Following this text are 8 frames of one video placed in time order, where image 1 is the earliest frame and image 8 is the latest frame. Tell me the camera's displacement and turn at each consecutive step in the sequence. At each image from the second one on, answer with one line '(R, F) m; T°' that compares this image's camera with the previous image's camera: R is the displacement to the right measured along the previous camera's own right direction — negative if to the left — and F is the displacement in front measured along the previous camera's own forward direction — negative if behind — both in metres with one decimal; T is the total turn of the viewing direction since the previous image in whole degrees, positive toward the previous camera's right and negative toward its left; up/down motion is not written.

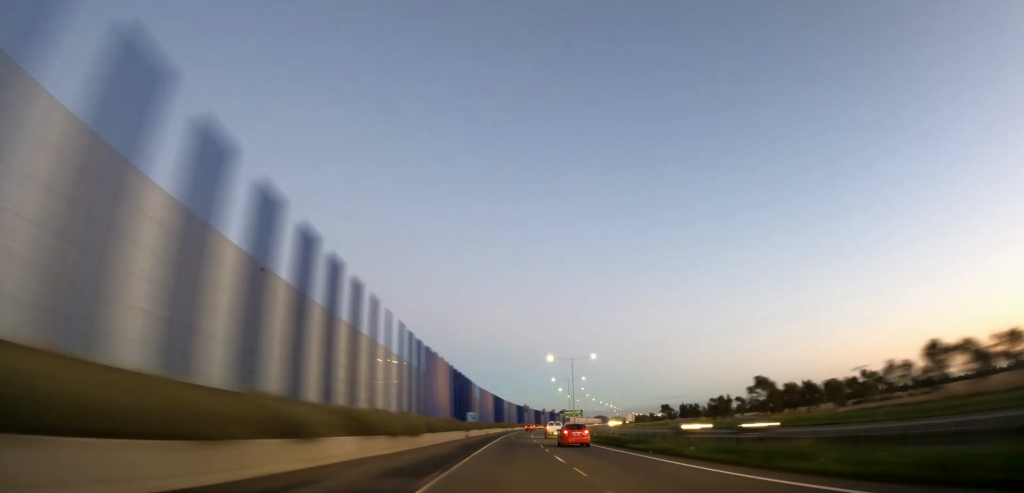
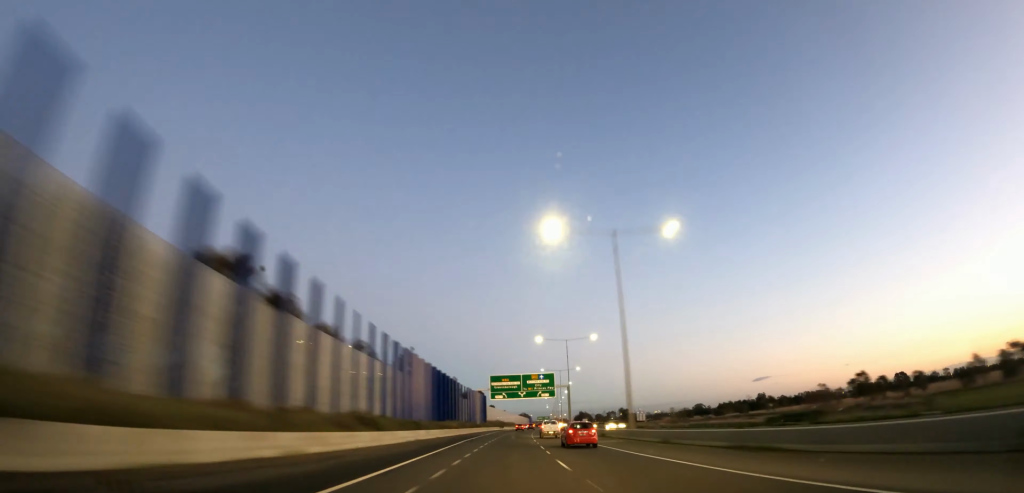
(+0.5, +16.5) m; +2°
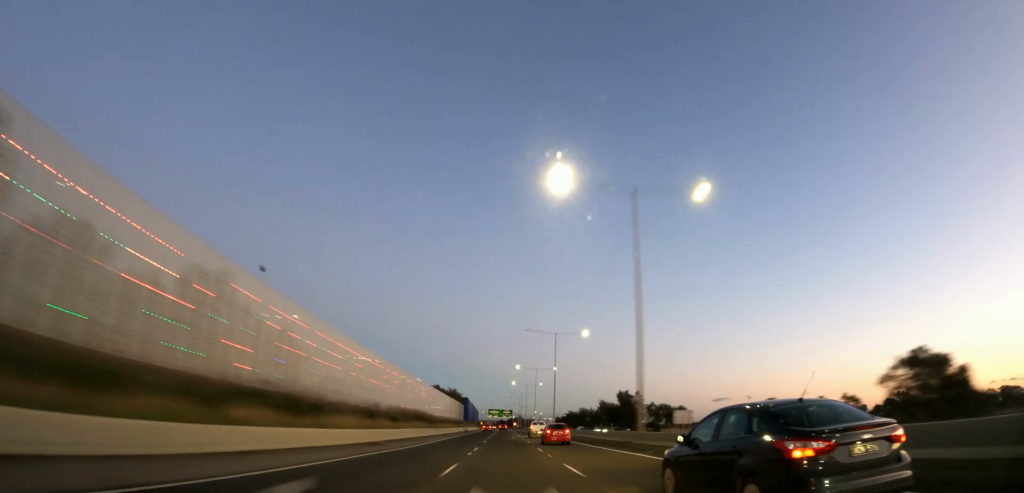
(+0.4, +19.4) m; +1°
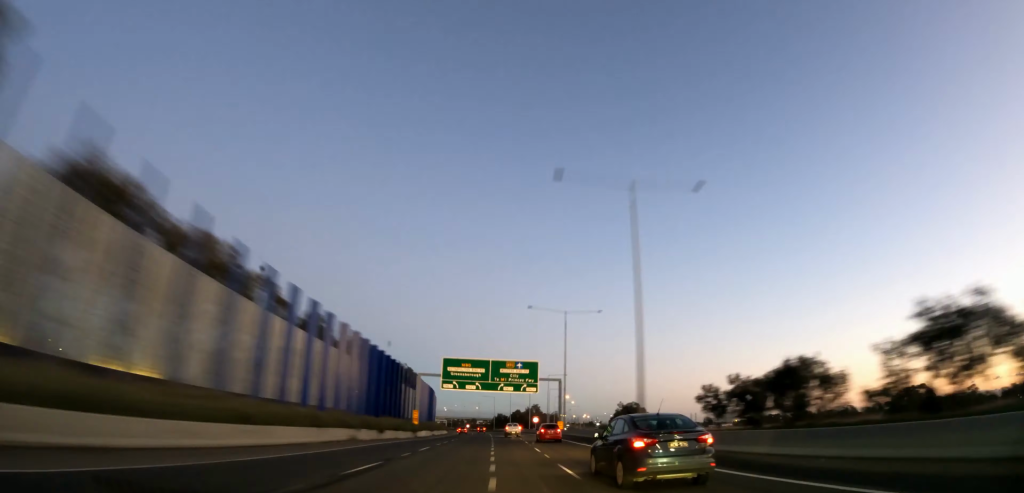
(+0.5, +15.4) m; 0°
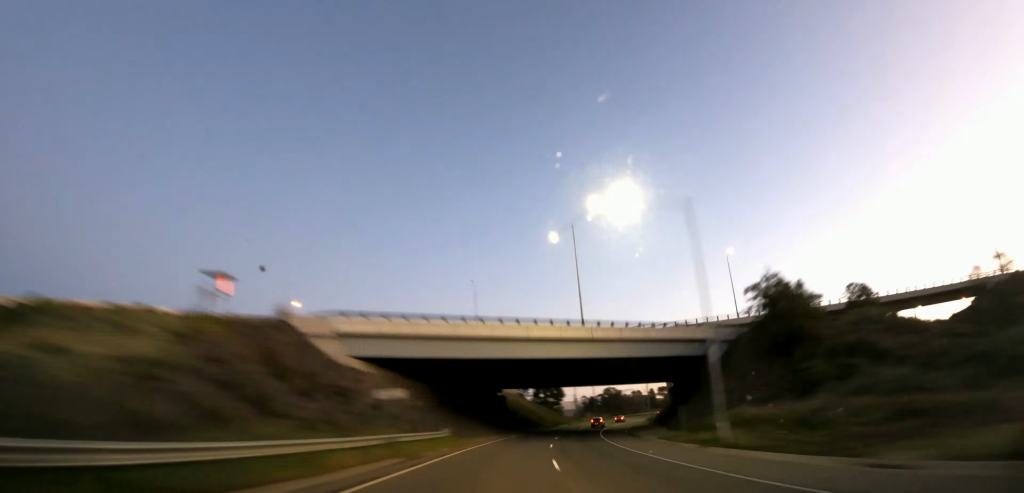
(-1.4, +52.7) m; -2°
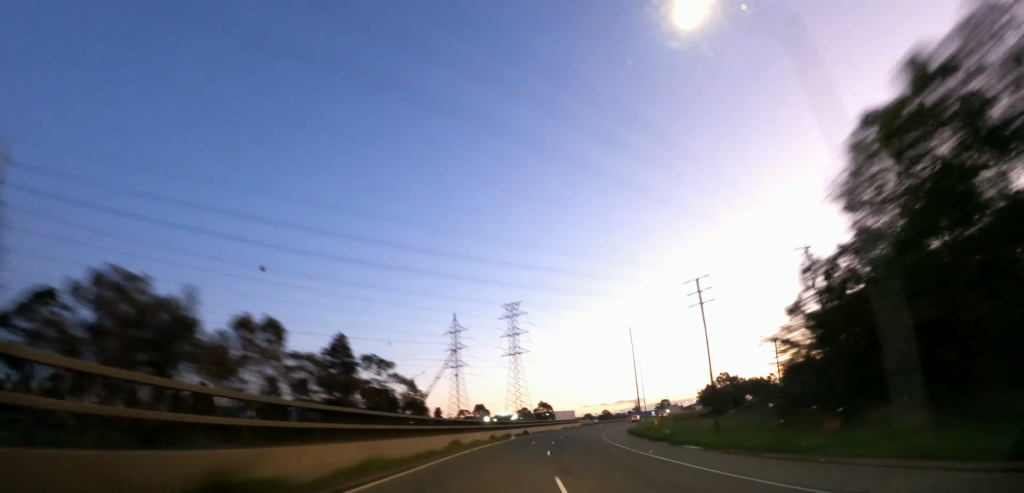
(0.0, +15.4) m; 0°
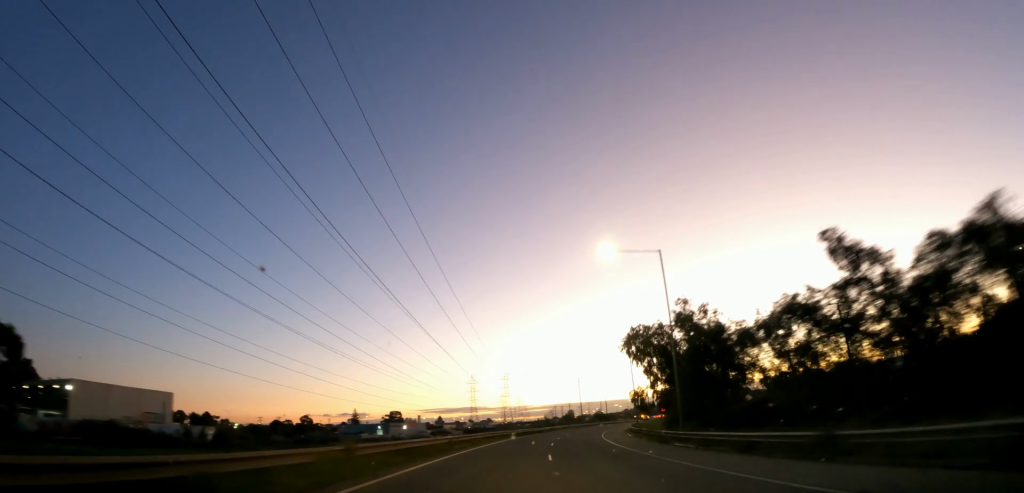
(+0.1, +14.6) m; 0°
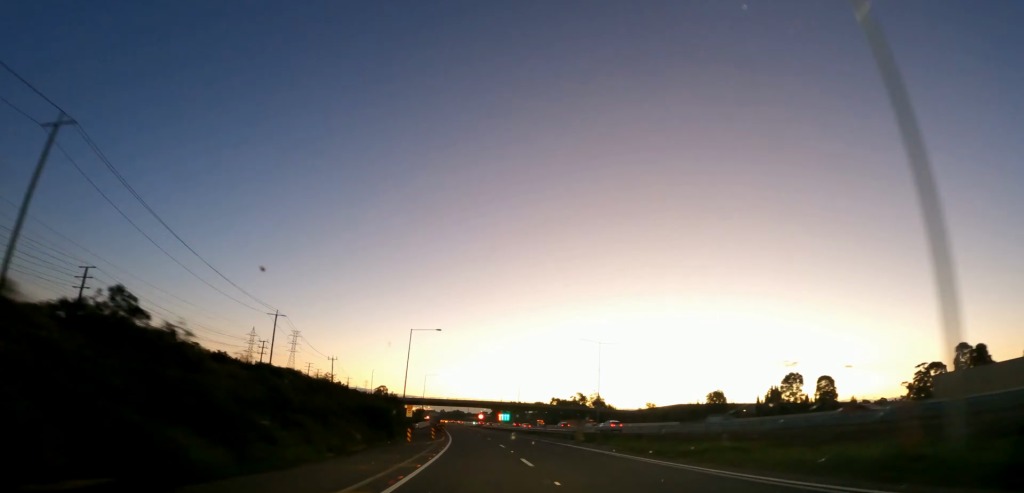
(0.0, +26.4) m; 0°
